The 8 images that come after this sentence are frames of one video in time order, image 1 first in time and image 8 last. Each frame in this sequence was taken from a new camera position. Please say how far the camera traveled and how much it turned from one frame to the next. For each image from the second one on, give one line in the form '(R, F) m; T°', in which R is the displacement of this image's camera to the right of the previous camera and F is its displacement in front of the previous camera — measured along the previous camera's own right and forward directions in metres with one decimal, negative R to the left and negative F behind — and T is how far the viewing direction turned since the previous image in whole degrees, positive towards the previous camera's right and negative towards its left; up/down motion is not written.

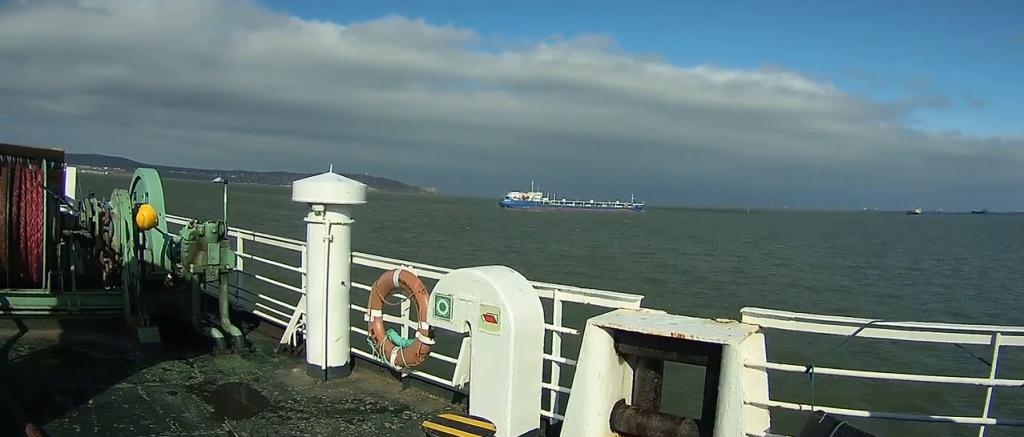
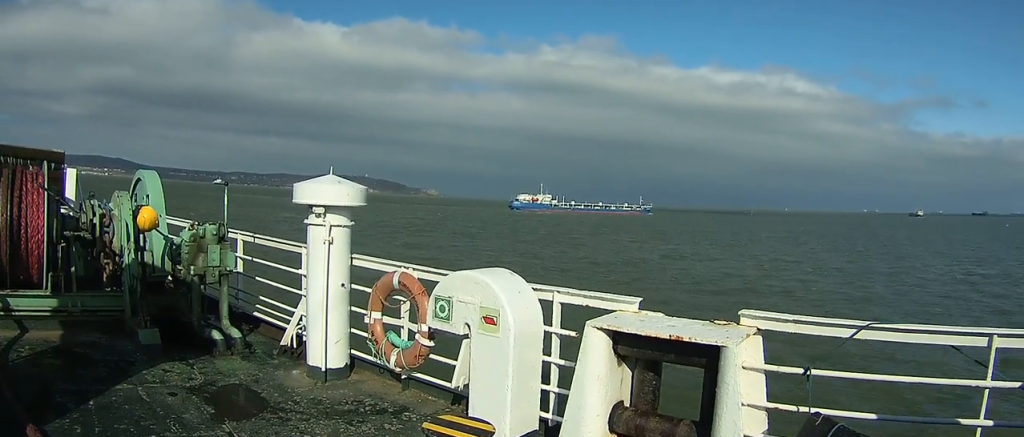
(0.0, +4.6) m; +1°
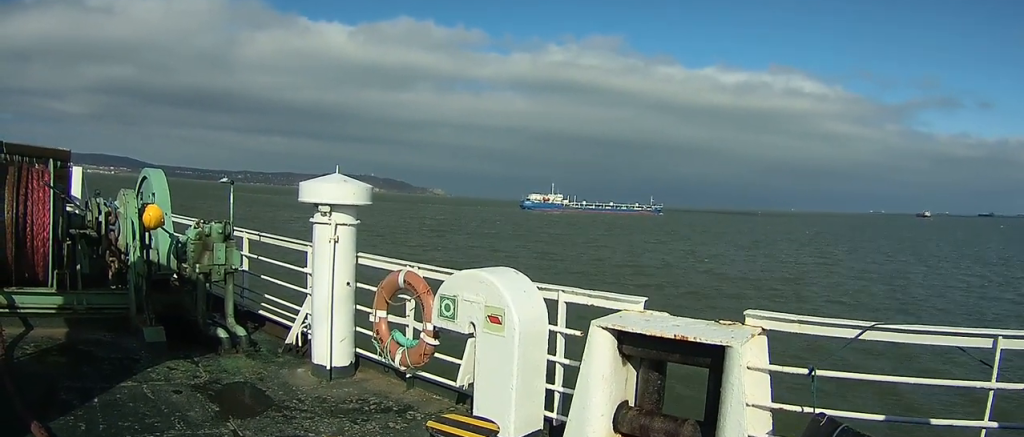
(0.0, +2.6) m; 0°
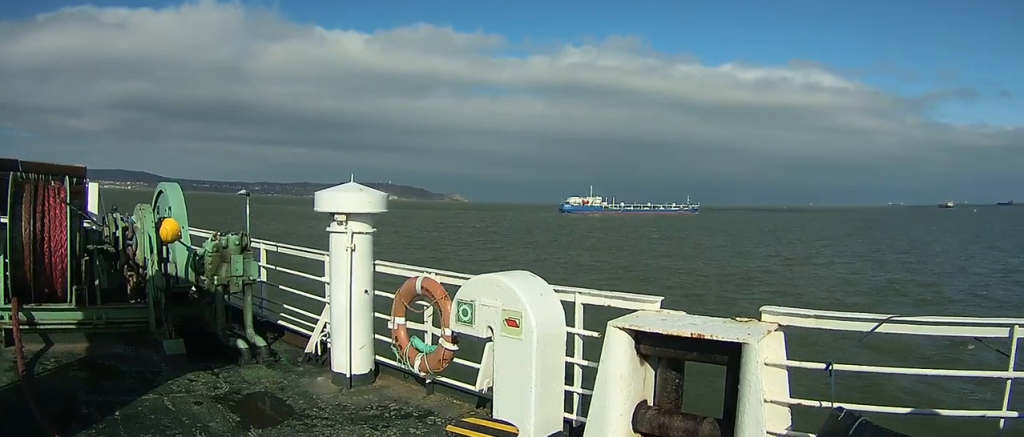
(-0.2, +10.2) m; 0°
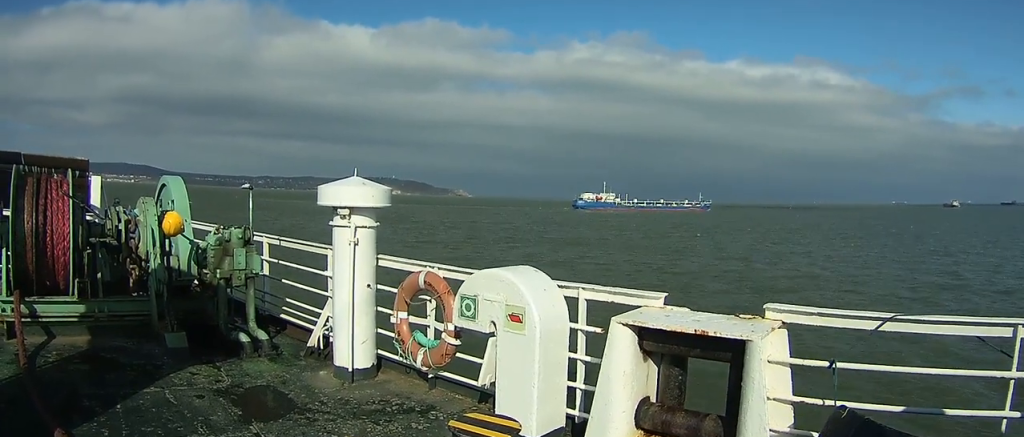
(0.0, +4.9) m; 0°
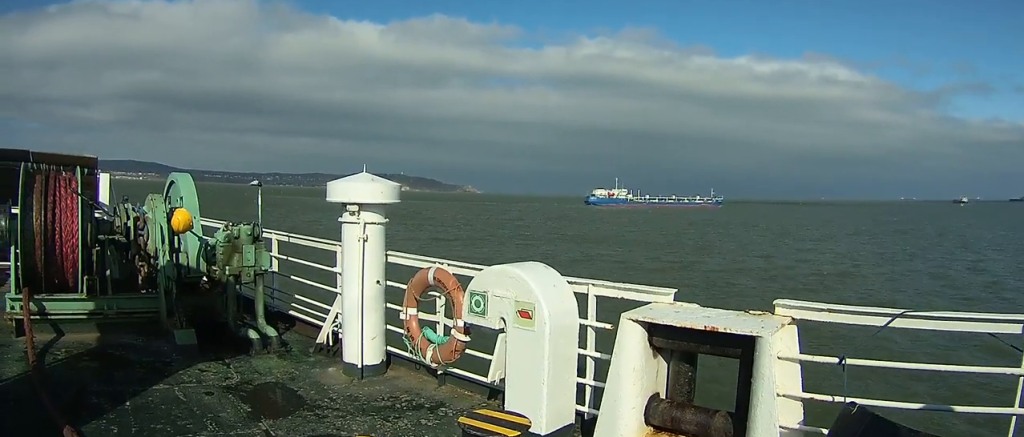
(0.0, +1.7) m; 0°
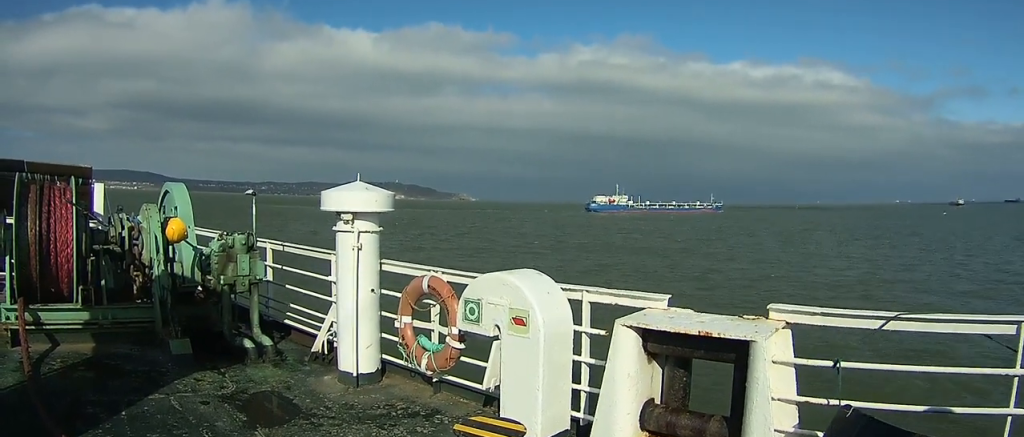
(0.0, +2.8) m; -1°
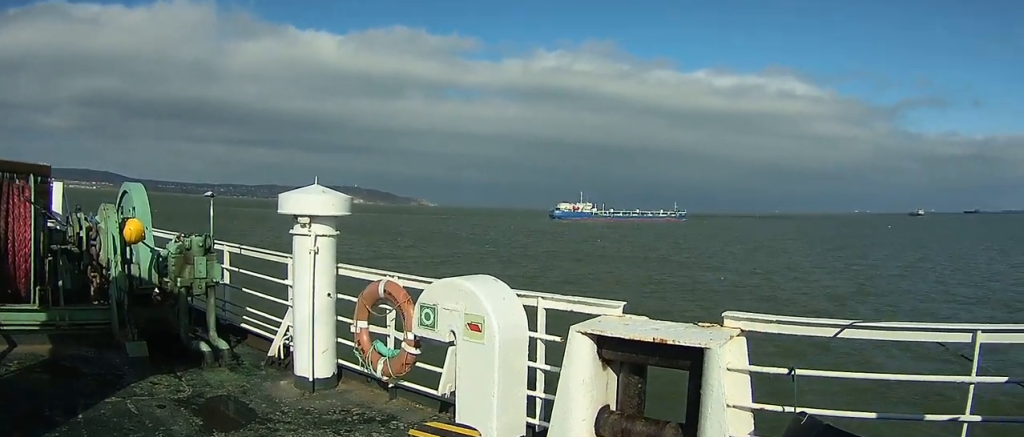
(0.0, +2.7) m; -1°
